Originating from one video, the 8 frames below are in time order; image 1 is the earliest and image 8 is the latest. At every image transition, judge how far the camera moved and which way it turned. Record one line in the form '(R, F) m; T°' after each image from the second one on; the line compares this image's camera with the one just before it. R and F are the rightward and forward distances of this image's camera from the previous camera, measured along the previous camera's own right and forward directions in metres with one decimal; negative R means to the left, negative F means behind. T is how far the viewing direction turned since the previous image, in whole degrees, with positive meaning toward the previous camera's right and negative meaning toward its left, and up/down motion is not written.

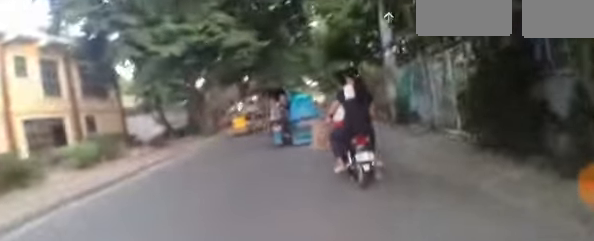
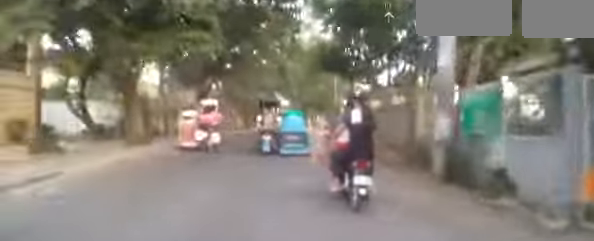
(+0.7, +3.9) m; +19°
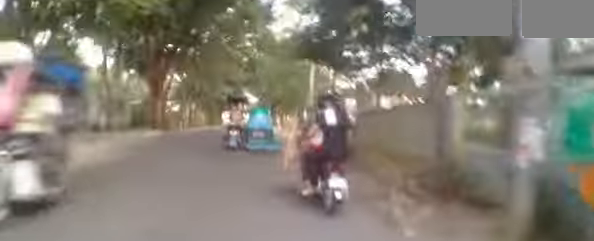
(+0.2, +2.4) m; +9°
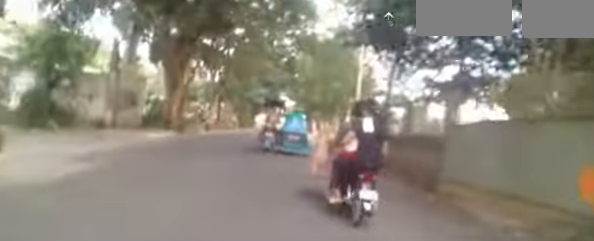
(+0.2, +2.6) m; +7°
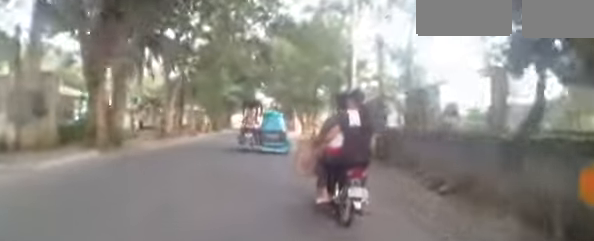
(+0.2, +3.8) m; +6°
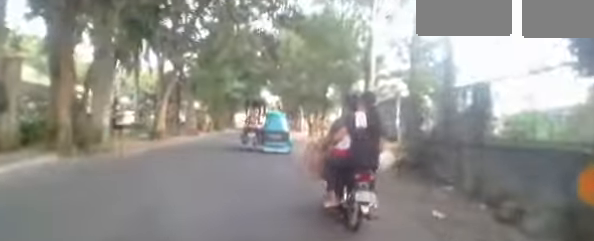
(+0.1, +2.0) m; +2°
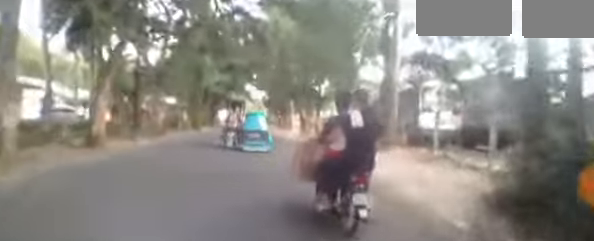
(+0.1, +4.1) m; +2°
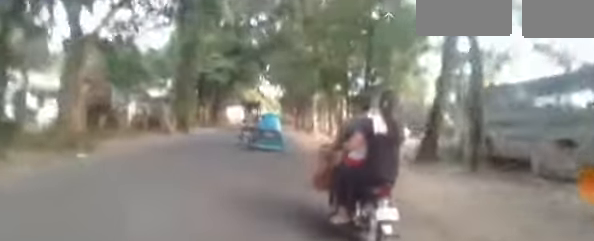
(+0.2, +8.9) m; +4°
